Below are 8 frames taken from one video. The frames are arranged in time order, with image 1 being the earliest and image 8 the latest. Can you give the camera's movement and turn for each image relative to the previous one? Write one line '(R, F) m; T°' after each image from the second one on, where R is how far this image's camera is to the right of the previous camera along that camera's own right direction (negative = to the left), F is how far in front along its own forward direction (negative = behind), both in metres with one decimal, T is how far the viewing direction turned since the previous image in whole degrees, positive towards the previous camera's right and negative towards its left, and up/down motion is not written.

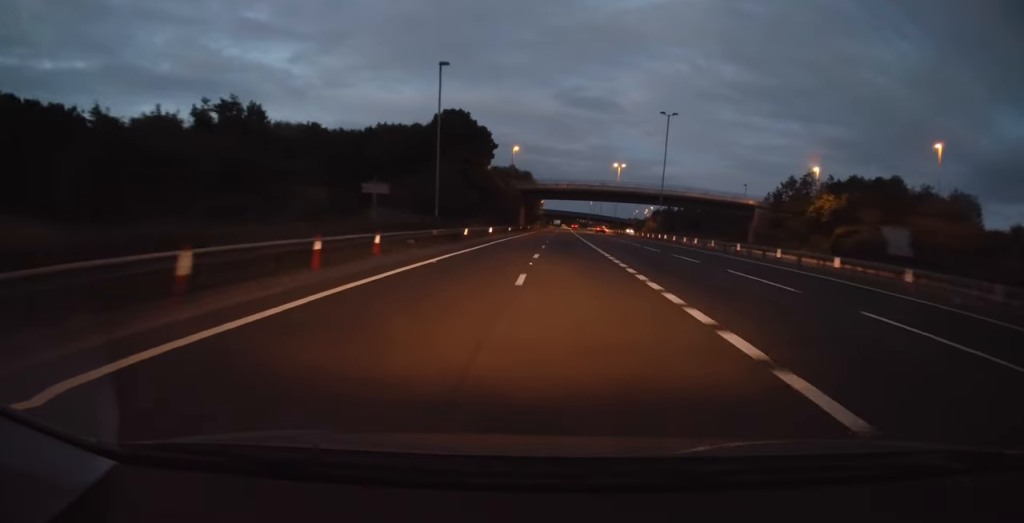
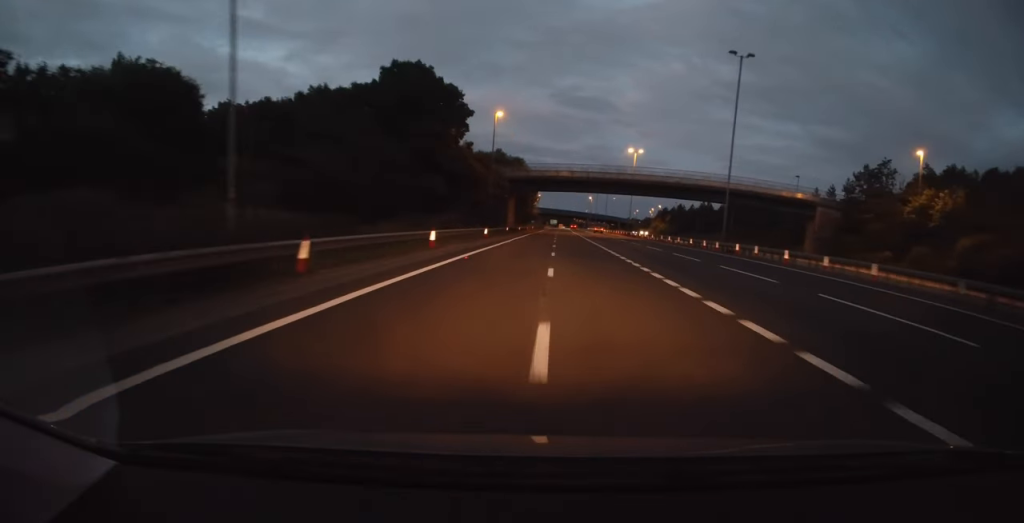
(+0.3, +24.7) m; +1°
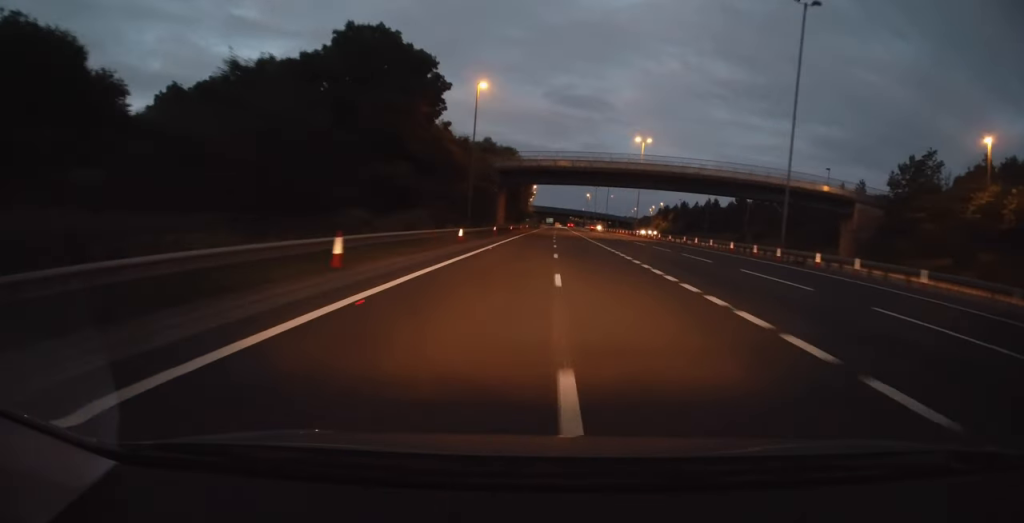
(-0.1, +11.1) m; +1°
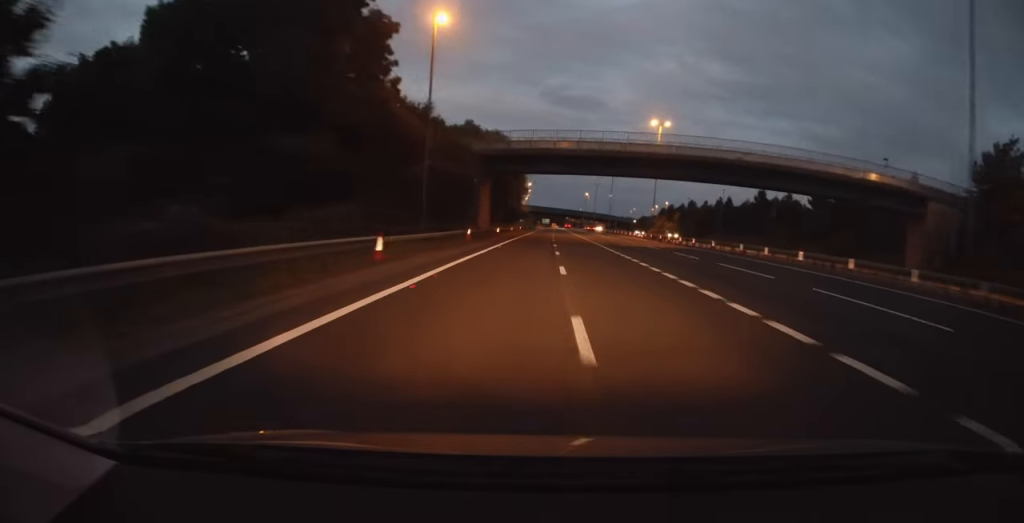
(+0.1, +15.0) m; 0°
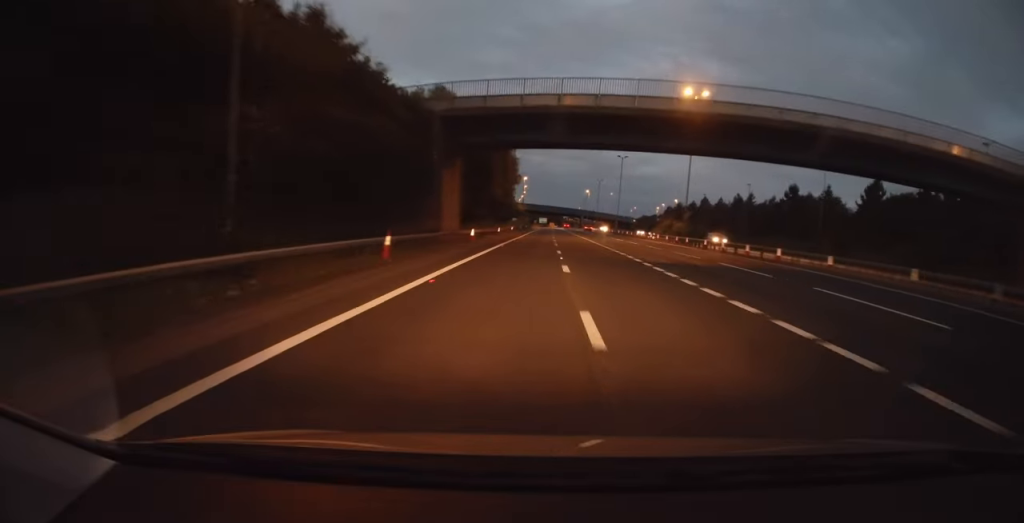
(+0.3, +17.2) m; 0°
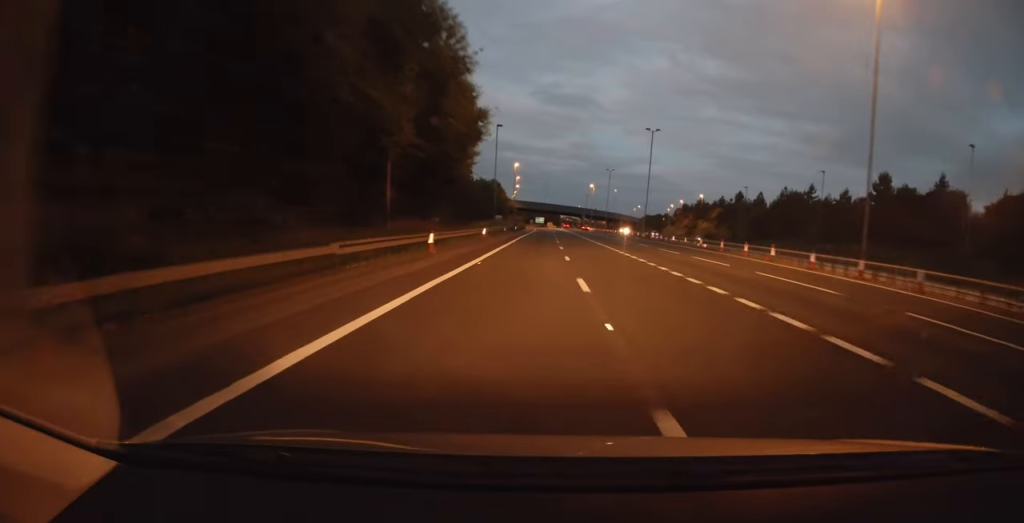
(-0.1, +31.2) m; 0°
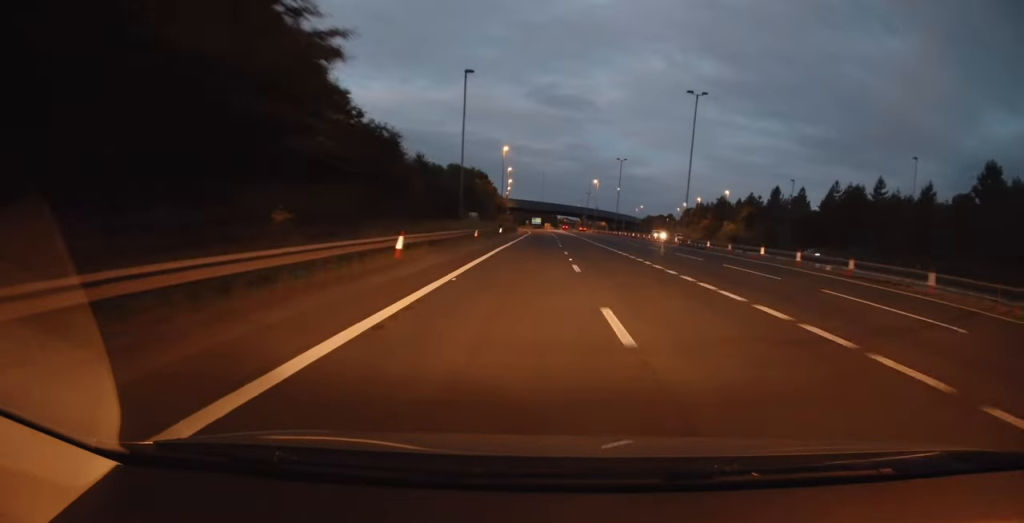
(+0.1, +22.7) m; 0°
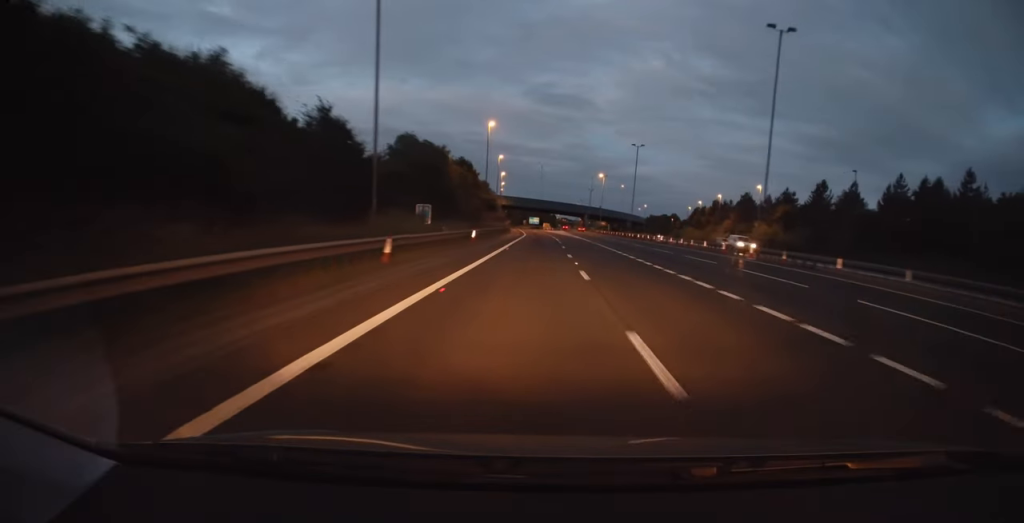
(0.0, +19.6) m; 0°
